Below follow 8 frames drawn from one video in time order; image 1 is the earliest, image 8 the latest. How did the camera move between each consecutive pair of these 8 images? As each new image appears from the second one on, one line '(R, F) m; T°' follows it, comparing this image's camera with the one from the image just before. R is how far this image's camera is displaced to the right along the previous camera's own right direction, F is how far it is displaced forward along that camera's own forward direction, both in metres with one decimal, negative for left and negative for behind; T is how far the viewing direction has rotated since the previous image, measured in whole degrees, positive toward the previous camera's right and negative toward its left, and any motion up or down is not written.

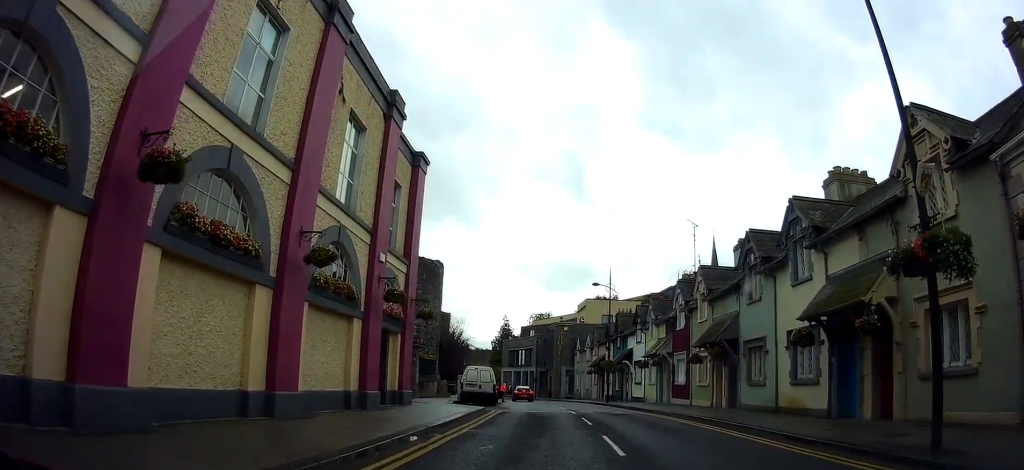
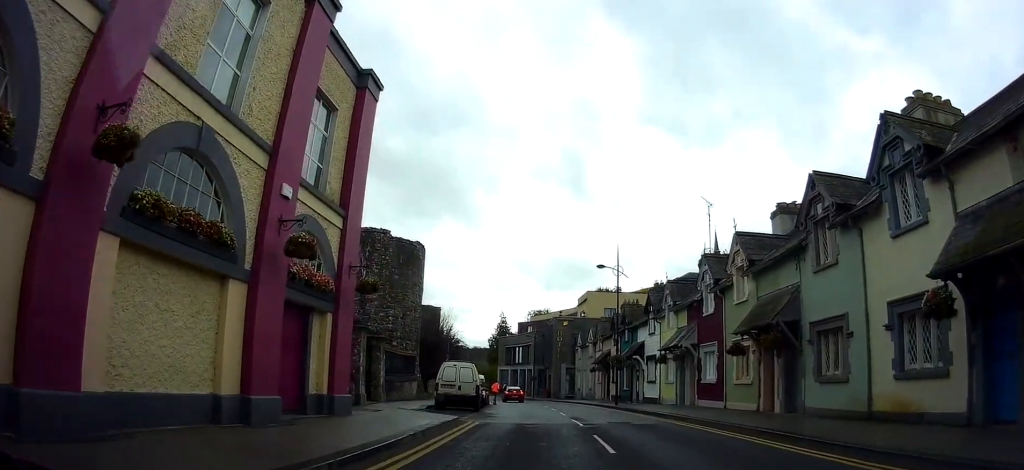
(0.0, +4.8) m; +1°
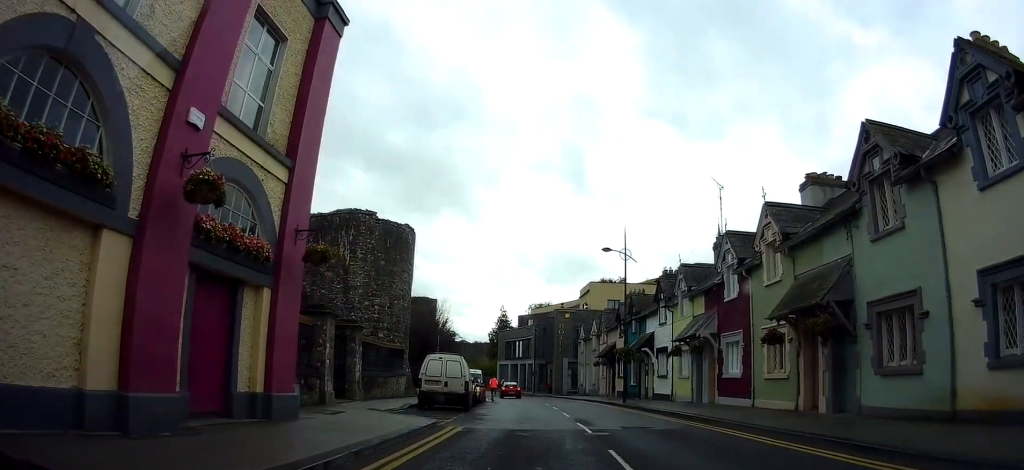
(0.0, +2.6) m; 0°
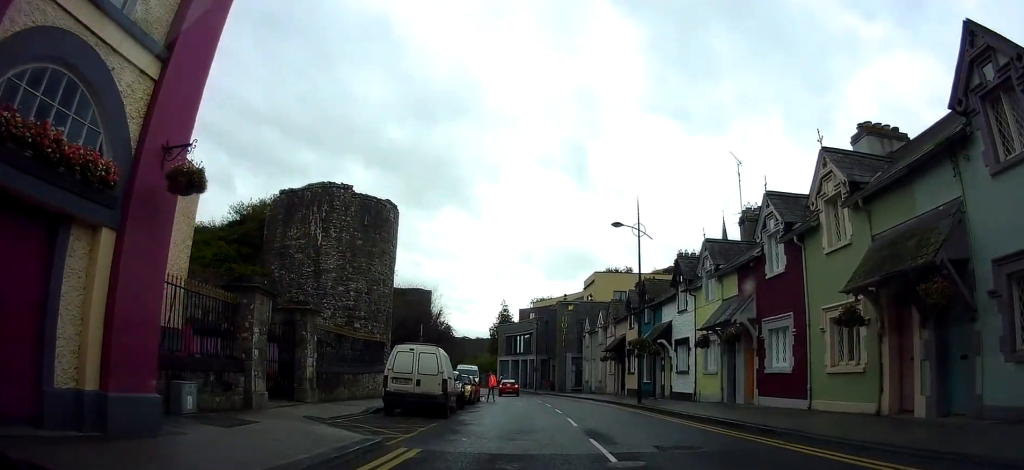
(+0.1, +4.1) m; -2°
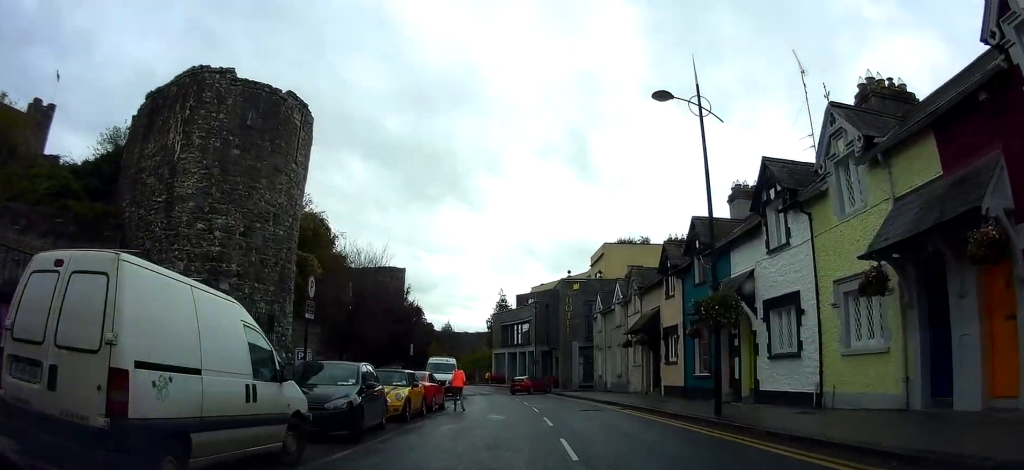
(-0.4, +11.1) m; -1°
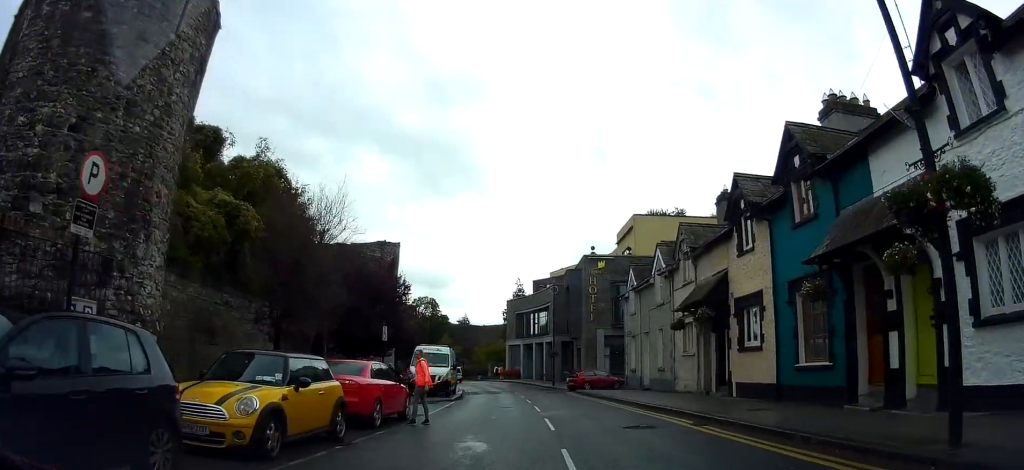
(+0.4, +7.2) m; 0°
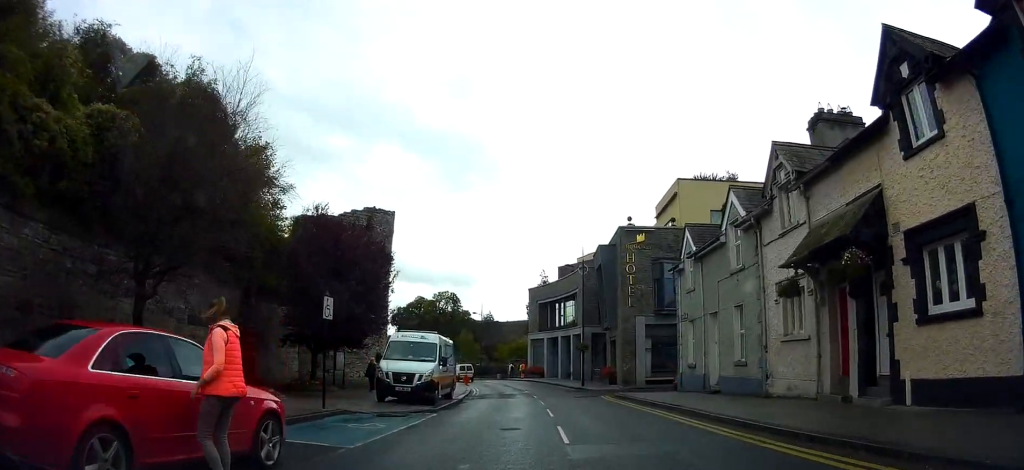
(-0.4, +7.6) m; -2°
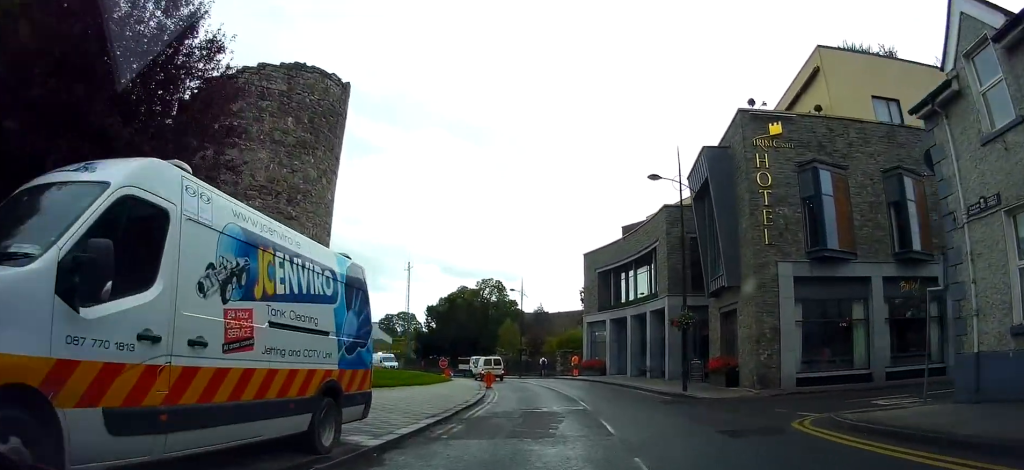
(0.0, +16.5) m; -3°
